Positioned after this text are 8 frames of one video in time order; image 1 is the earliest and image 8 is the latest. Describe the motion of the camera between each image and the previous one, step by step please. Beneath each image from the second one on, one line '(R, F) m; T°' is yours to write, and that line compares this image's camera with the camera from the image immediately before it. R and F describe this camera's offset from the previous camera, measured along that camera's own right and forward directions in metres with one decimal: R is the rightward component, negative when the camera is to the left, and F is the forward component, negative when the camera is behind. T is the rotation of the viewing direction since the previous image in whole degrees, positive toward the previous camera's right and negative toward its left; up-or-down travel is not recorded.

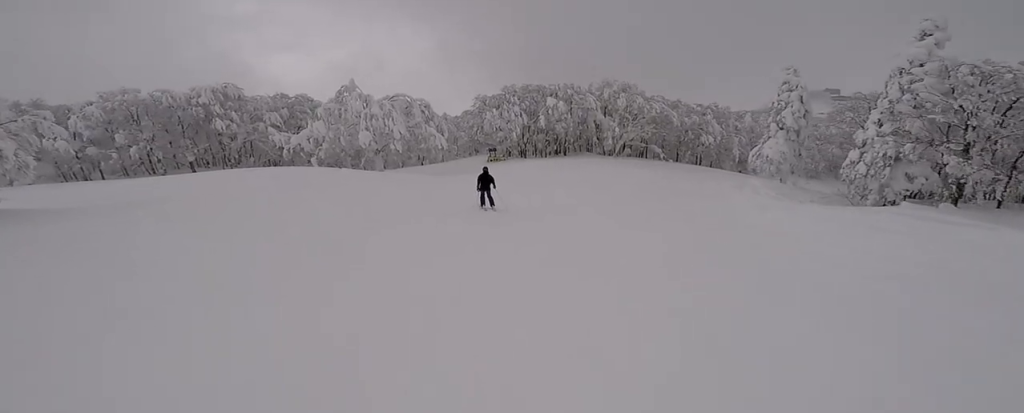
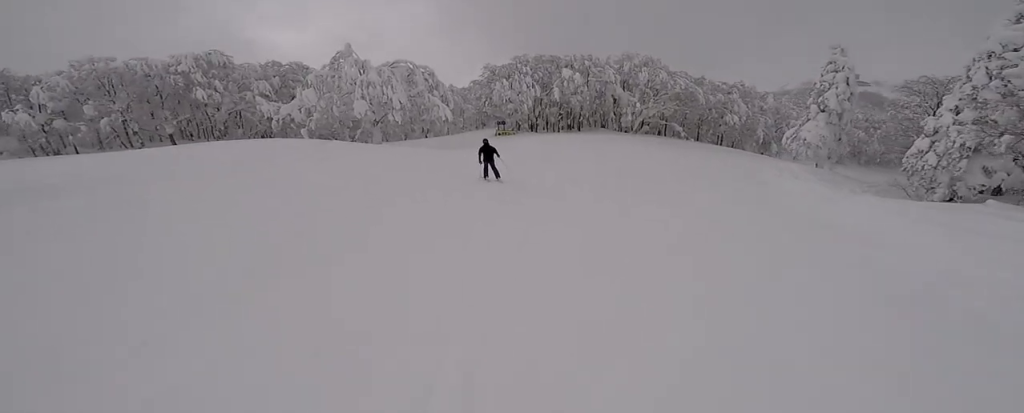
(+0.2, +3.4) m; 0°
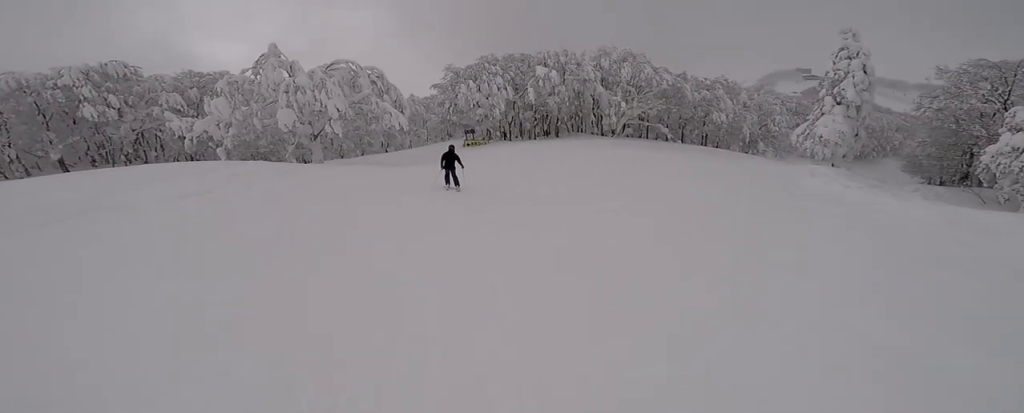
(+0.1, +6.6) m; 0°
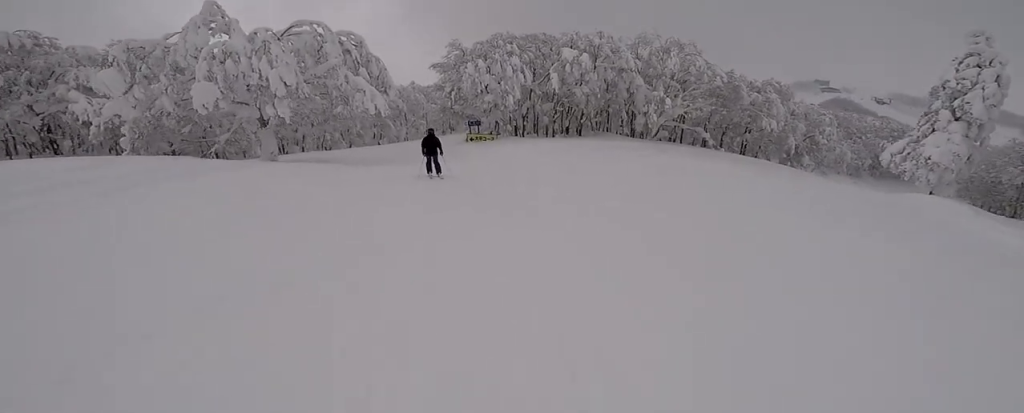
(0.0, +7.6) m; 0°
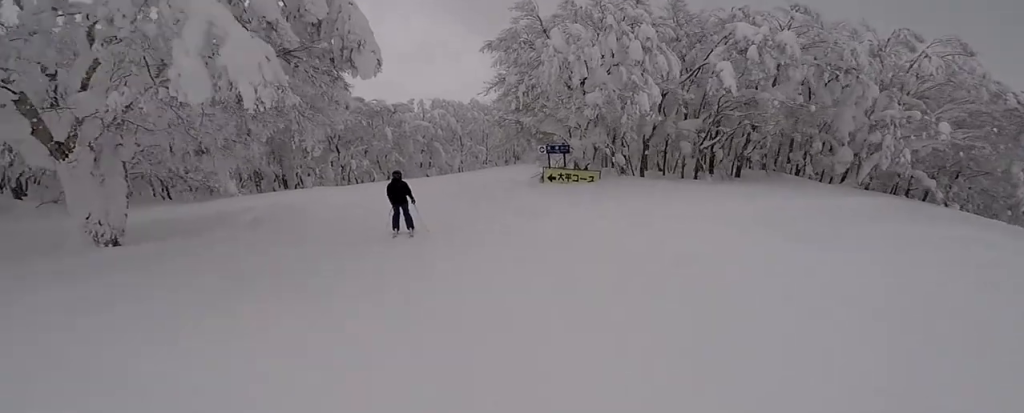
(-0.7, +15.3) m; 0°
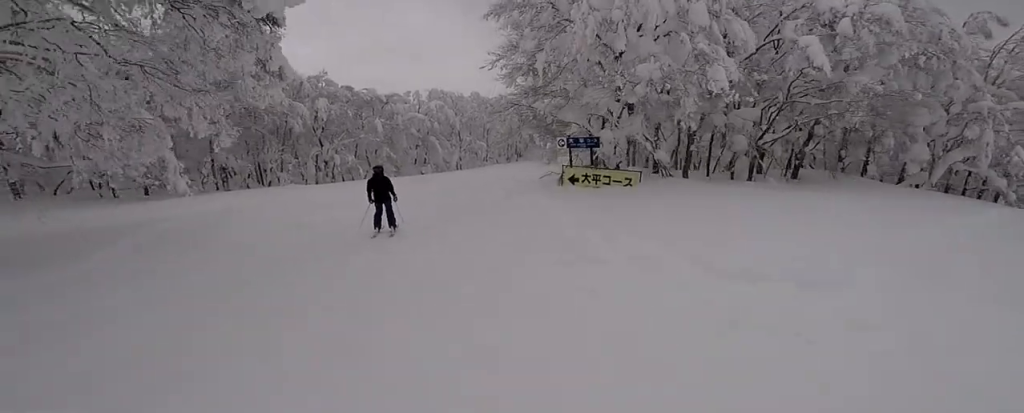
(+0.3, +4.6) m; 0°
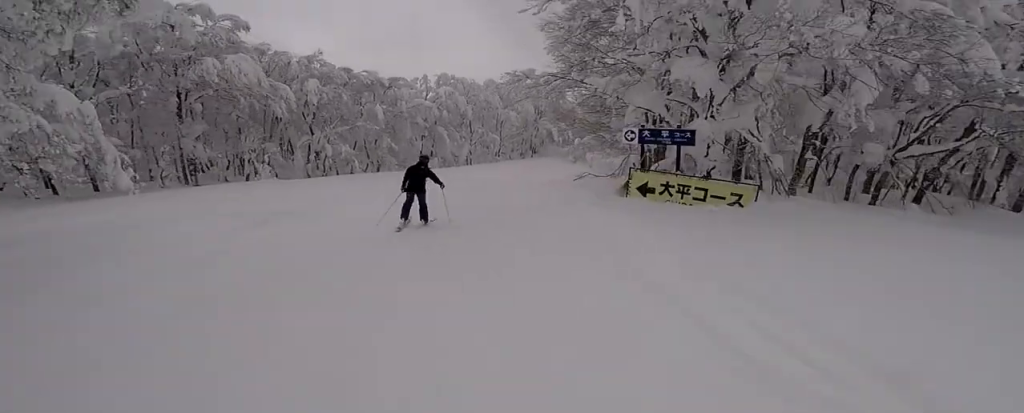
(0.0, +4.7) m; -2°
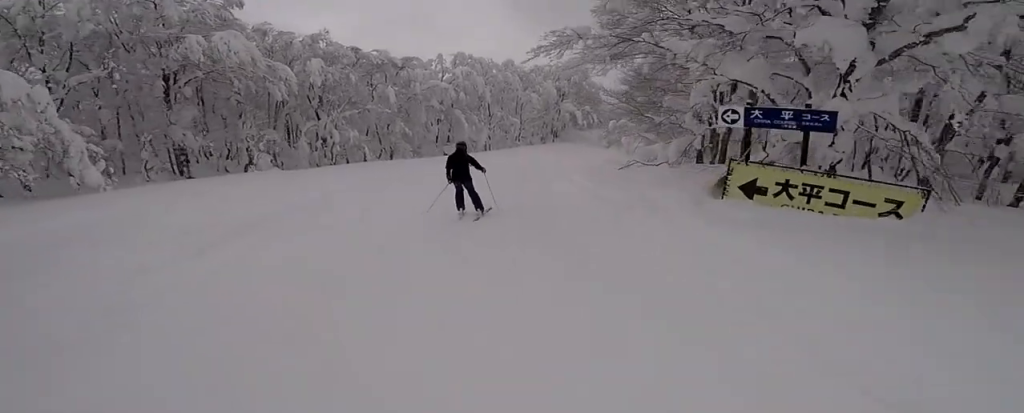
(-0.1, +2.9) m; -2°
